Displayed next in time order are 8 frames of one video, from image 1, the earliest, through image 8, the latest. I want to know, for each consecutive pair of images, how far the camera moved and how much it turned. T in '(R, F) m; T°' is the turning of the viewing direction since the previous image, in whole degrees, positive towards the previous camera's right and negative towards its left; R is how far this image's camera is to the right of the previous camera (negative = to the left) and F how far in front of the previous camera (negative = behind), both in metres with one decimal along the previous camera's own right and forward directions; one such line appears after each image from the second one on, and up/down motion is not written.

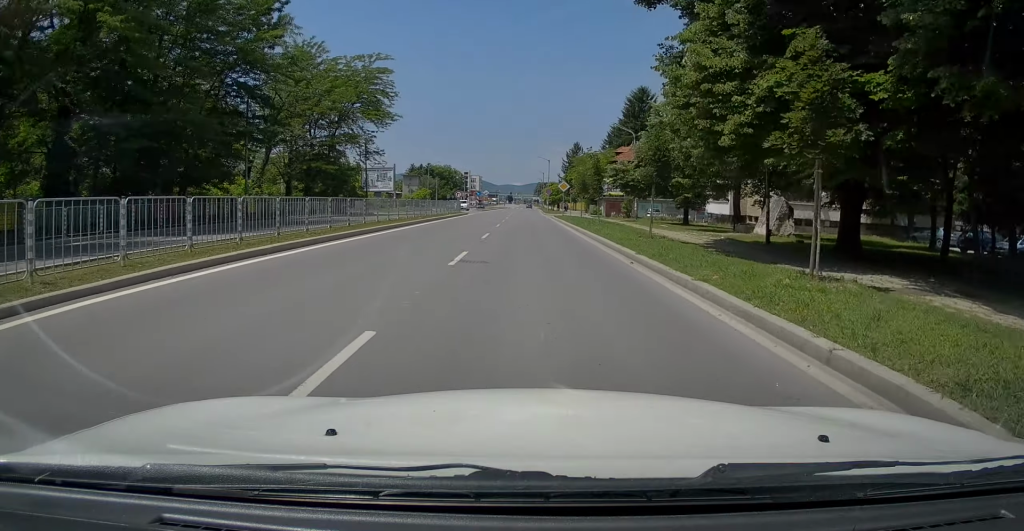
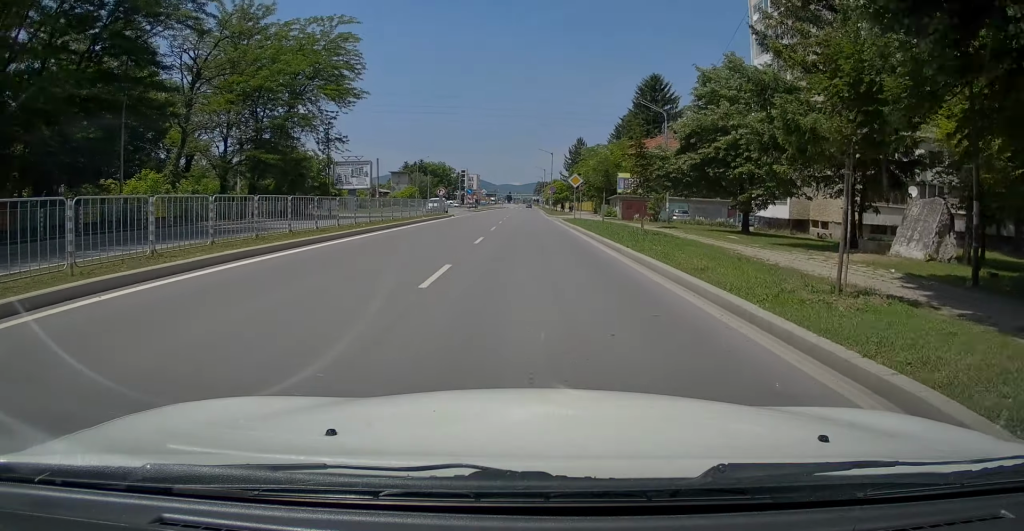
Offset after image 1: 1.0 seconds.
(+0.1, +11.8) m; -1°
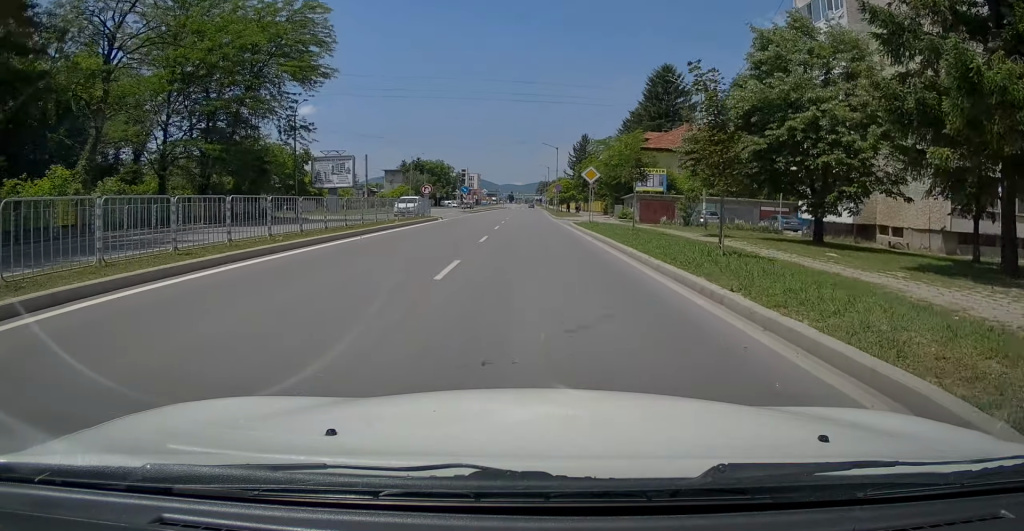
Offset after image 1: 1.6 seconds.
(-0.3, +7.8) m; -1°
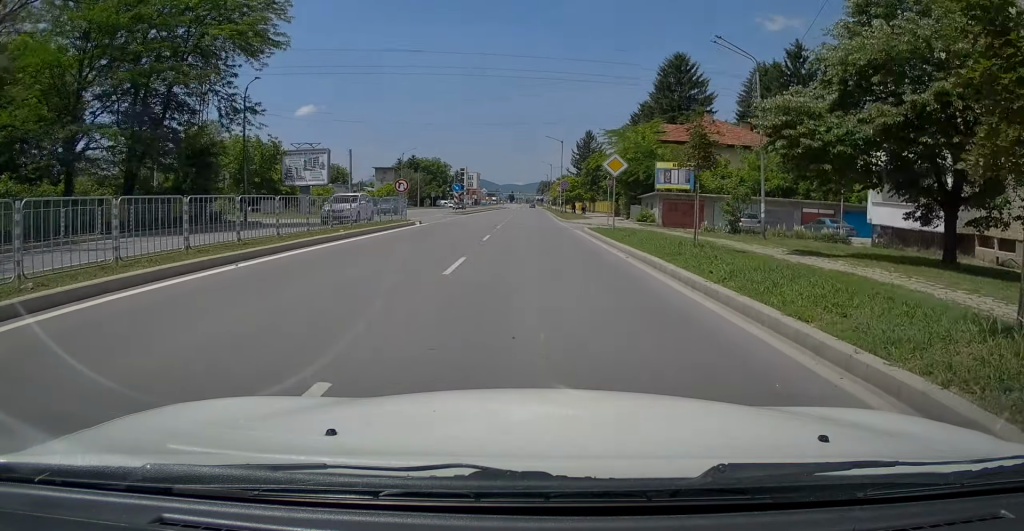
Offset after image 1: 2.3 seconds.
(+0.1, +8.2) m; 0°
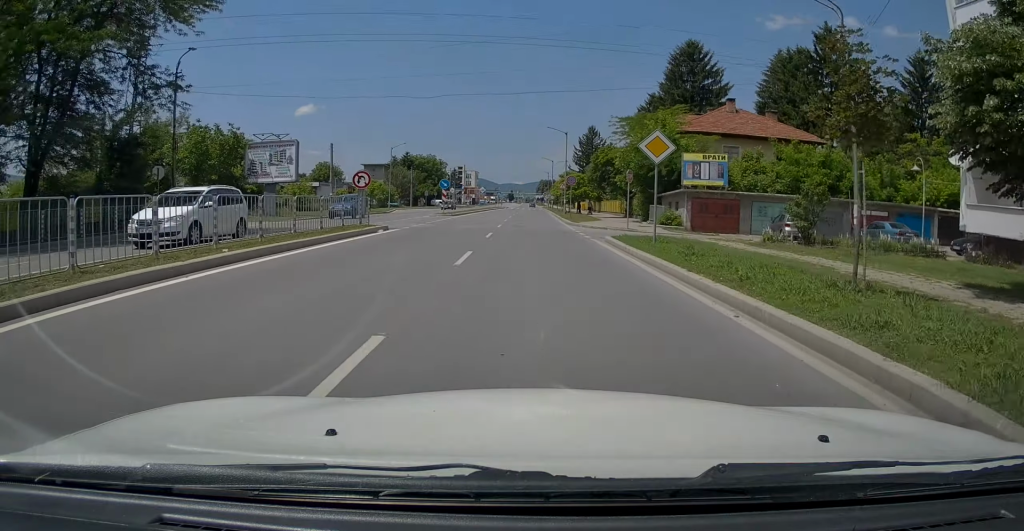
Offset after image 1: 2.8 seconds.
(+0.1, +7.5) m; 0°
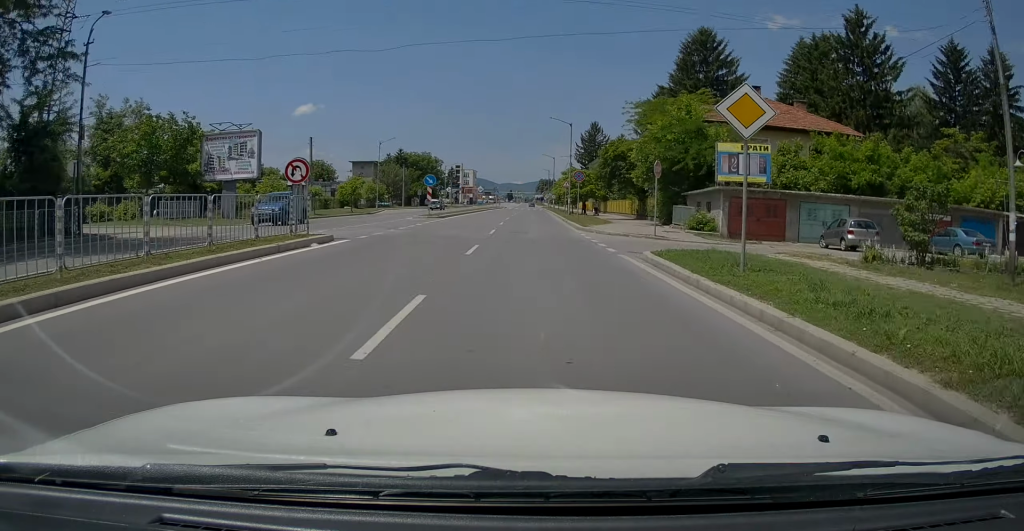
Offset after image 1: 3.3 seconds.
(-0.1, +6.8) m; +1°
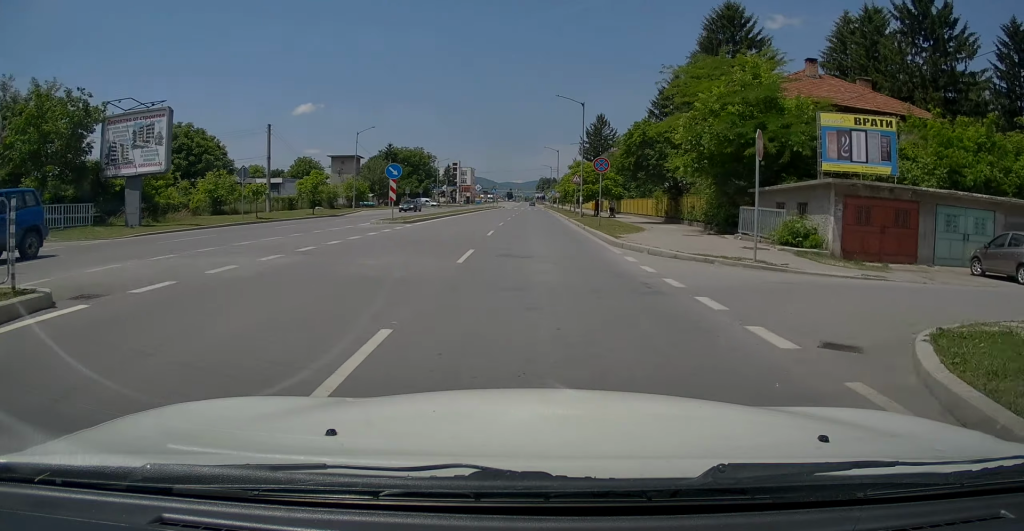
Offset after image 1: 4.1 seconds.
(+0.1, +11.0) m; 0°
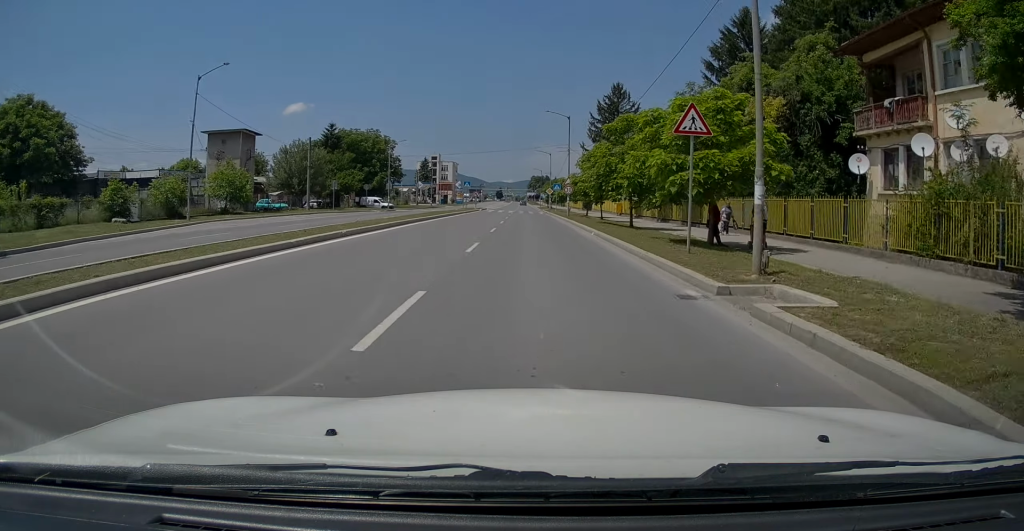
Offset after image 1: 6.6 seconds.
(+0.3, +34.2) m; +1°
